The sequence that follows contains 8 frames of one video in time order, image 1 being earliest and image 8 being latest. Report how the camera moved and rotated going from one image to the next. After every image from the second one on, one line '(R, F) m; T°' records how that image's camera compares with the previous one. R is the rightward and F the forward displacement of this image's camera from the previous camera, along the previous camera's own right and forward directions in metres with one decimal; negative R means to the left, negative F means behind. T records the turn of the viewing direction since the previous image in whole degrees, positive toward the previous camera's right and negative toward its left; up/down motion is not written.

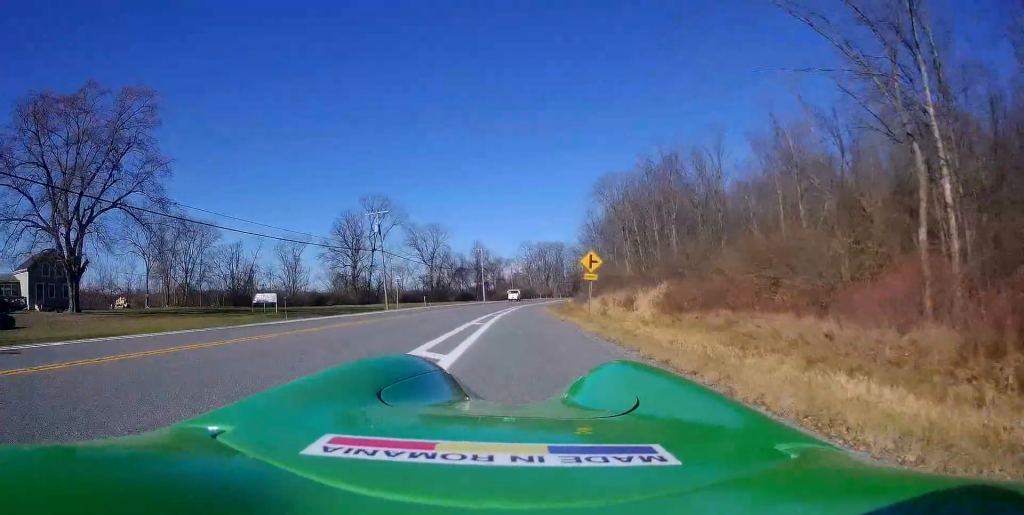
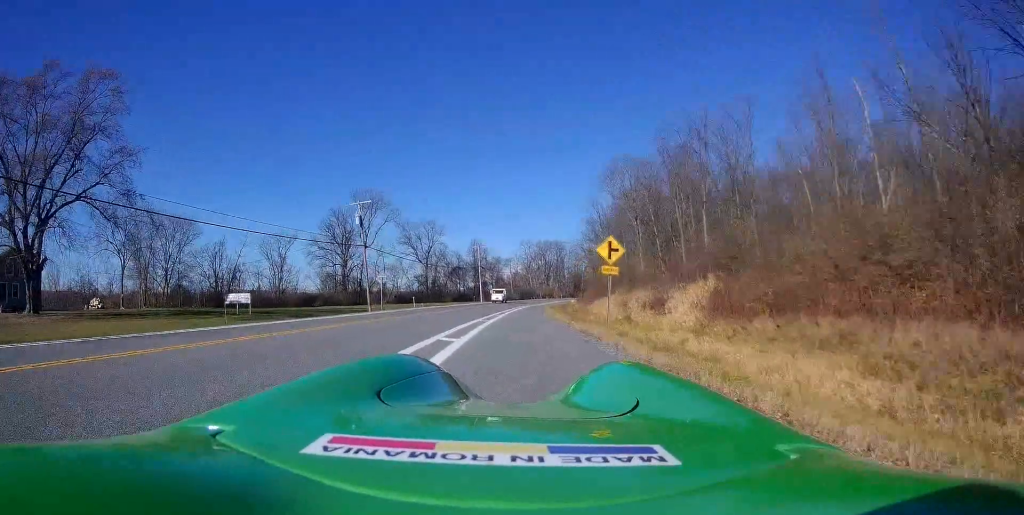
(0.0, +6.5) m; 0°
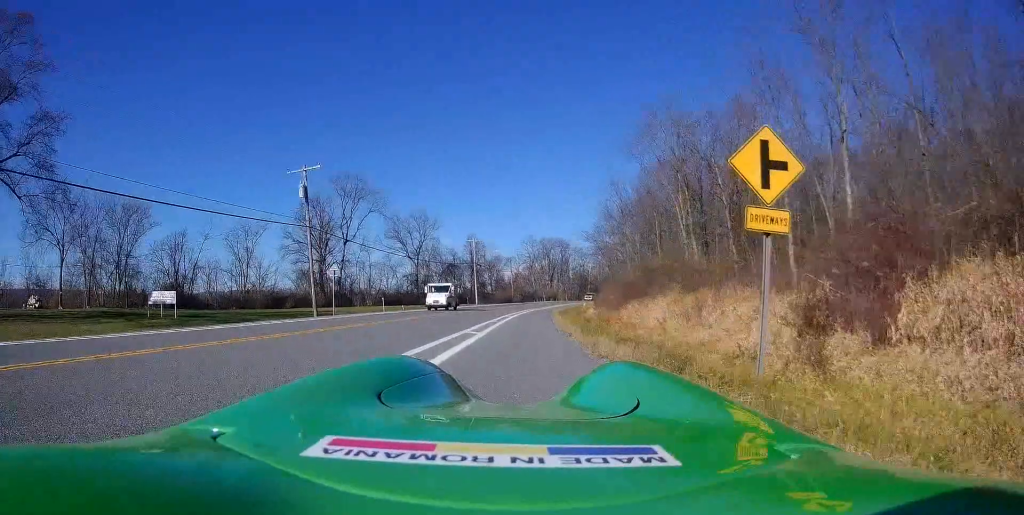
(0.0, +13.6) m; +2°
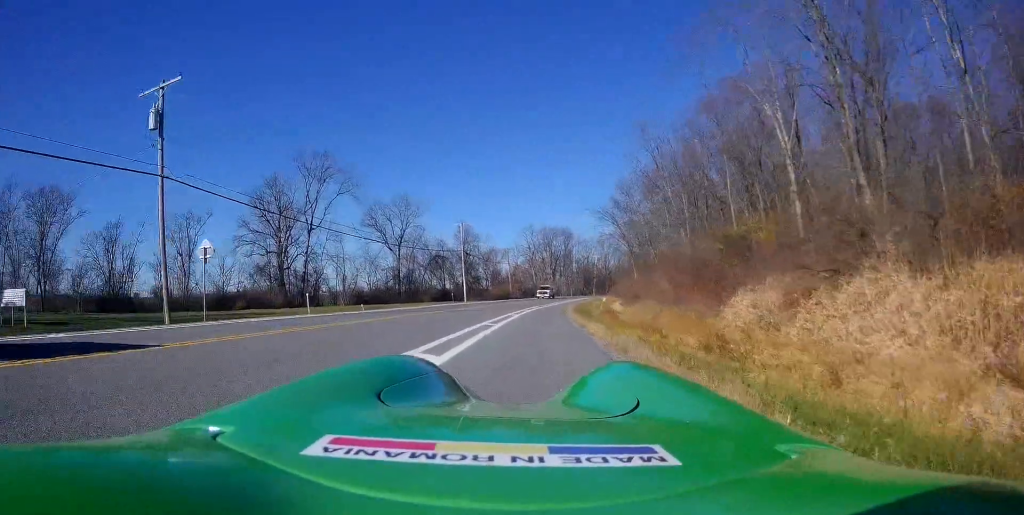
(+0.1, +16.9) m; 0°
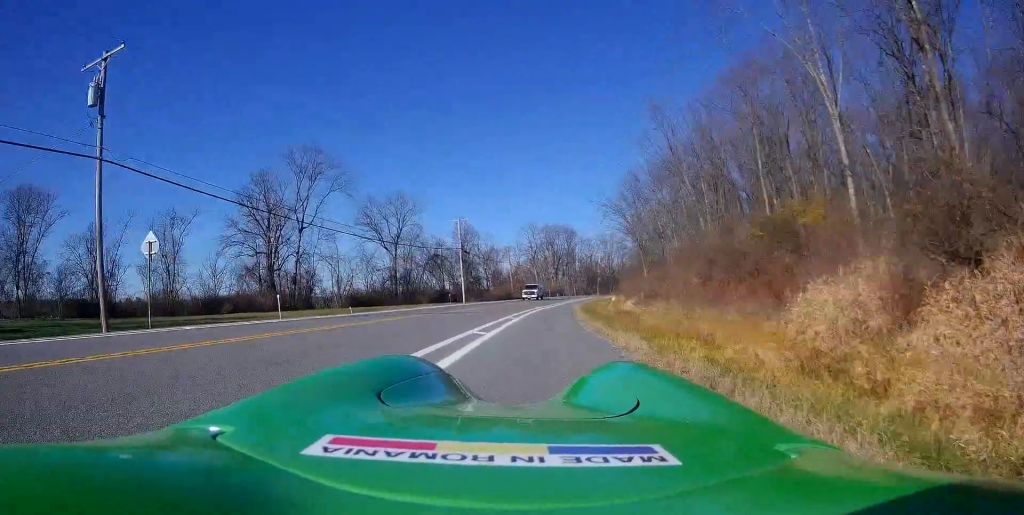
(0.0, +4.0) m; 0°
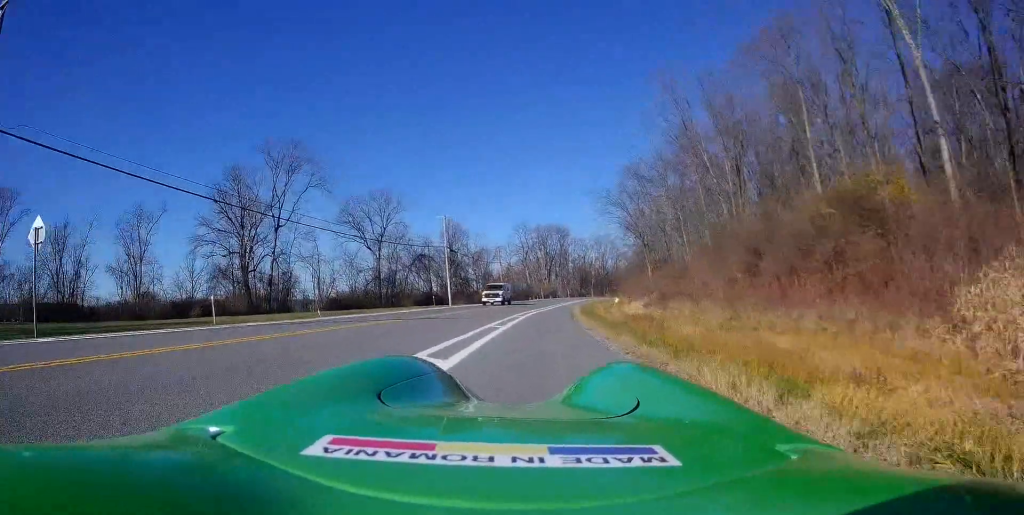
(+0.2, +5.5) m; 0°
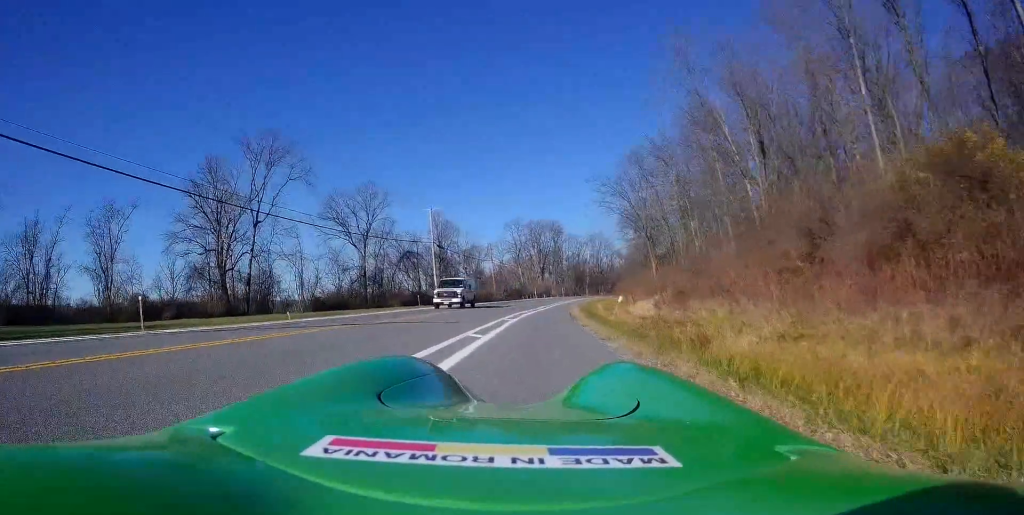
(-0.1, +4.3) m; 0°
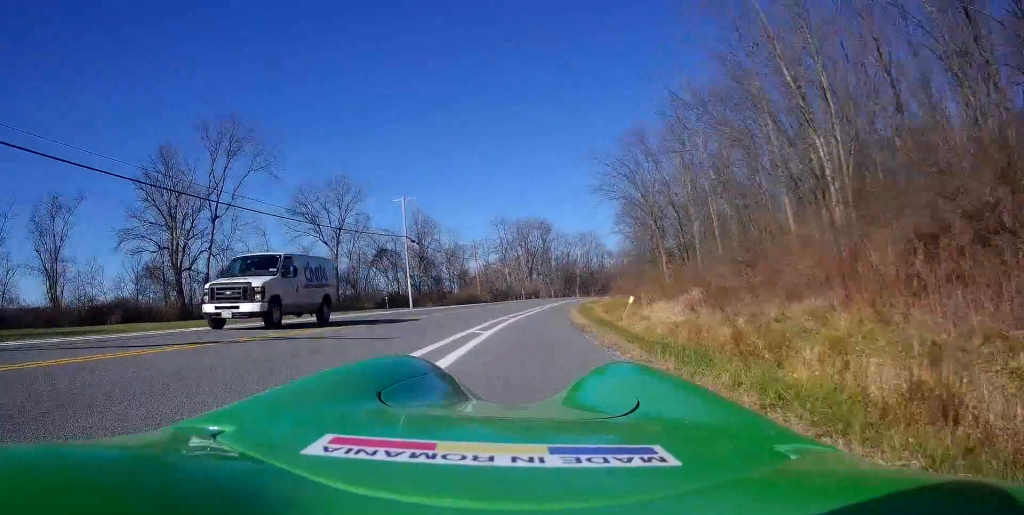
(-0.1, +7.6) m; +1°
